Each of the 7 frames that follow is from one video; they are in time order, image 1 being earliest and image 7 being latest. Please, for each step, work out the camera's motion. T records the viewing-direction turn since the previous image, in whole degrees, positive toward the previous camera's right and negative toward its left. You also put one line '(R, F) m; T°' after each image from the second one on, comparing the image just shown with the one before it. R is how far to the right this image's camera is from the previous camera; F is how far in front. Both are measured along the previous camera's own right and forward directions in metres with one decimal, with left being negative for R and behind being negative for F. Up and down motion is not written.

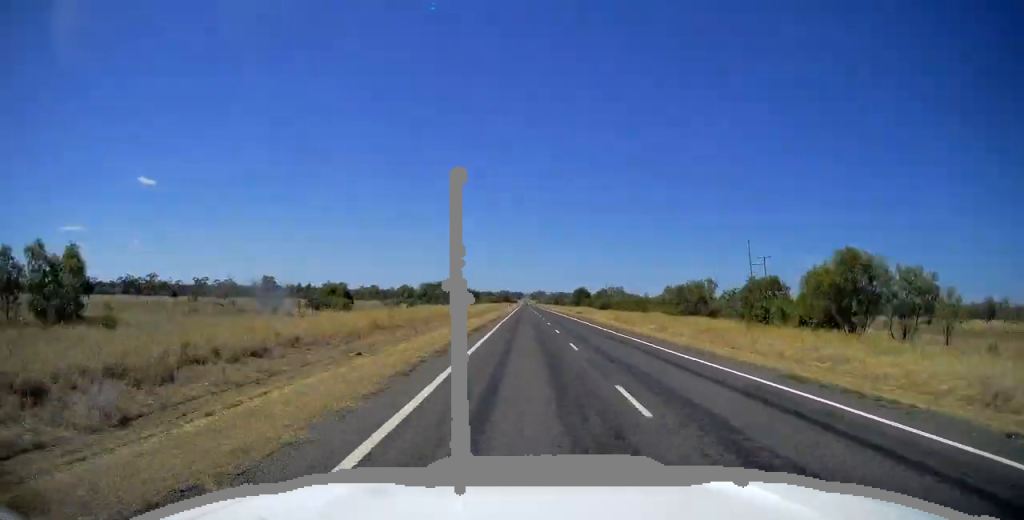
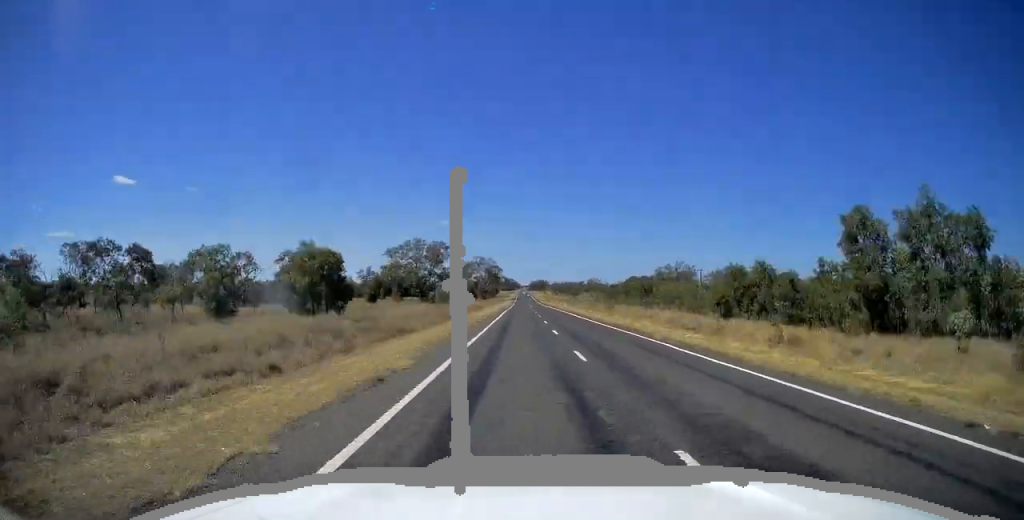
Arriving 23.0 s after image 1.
(+1.5, +650.3) m; 0°
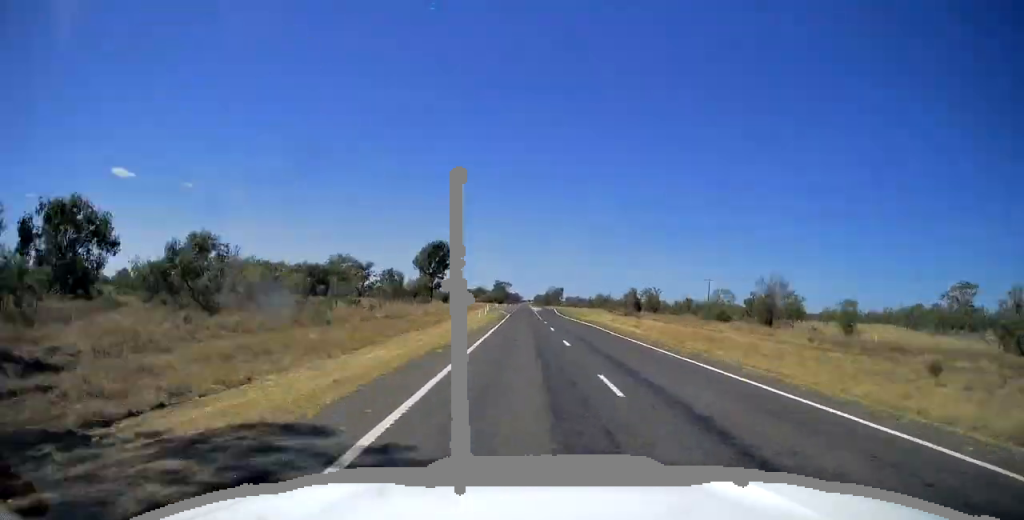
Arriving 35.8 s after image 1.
(-0.2, +361.0) m; 0°
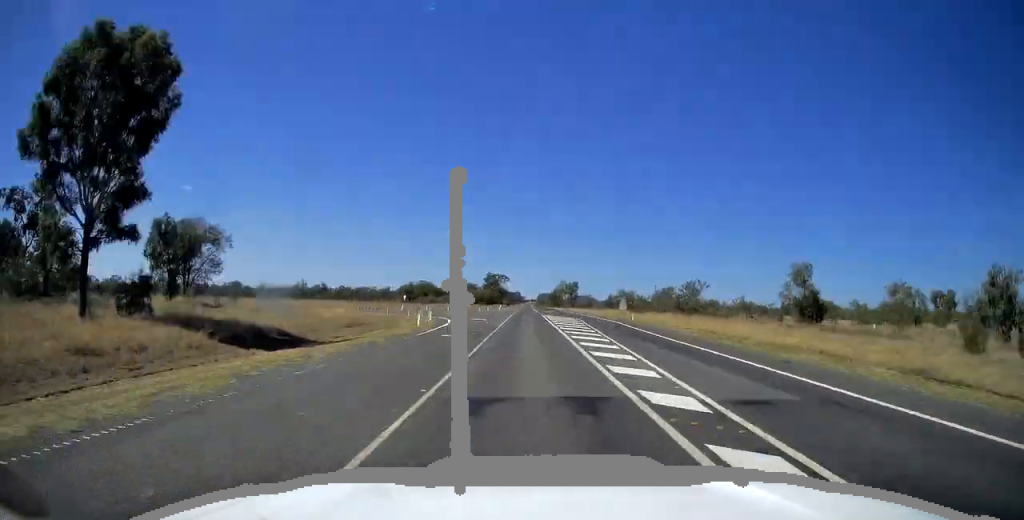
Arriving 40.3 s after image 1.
(-0.1, +126.7) m; 0°
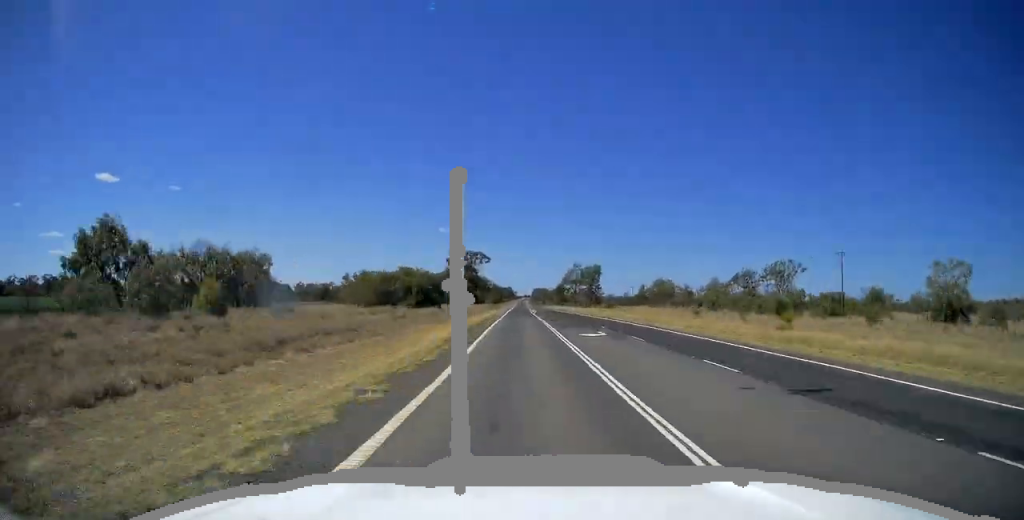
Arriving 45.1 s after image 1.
(0.0, +136.1) m; 0°
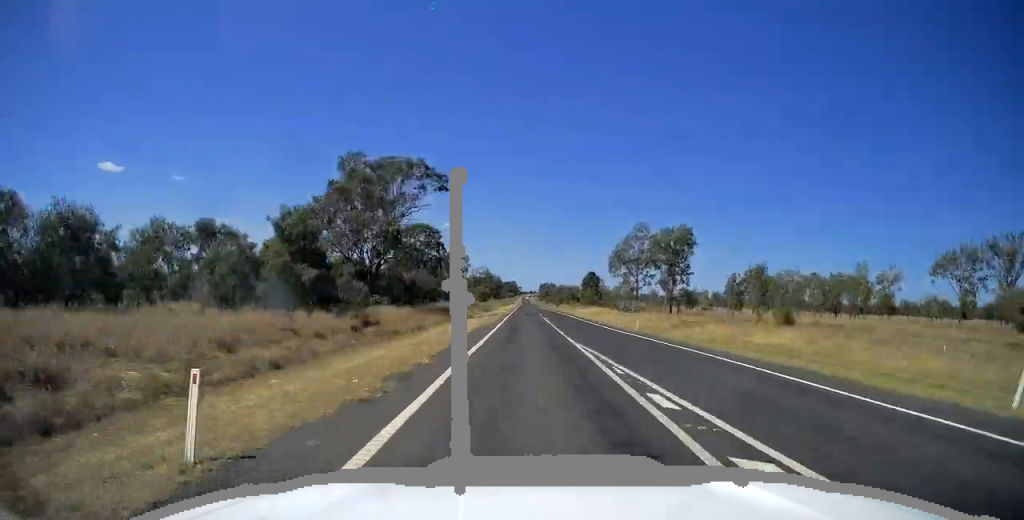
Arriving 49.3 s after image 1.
(+0.2, +118.3) m; 0°
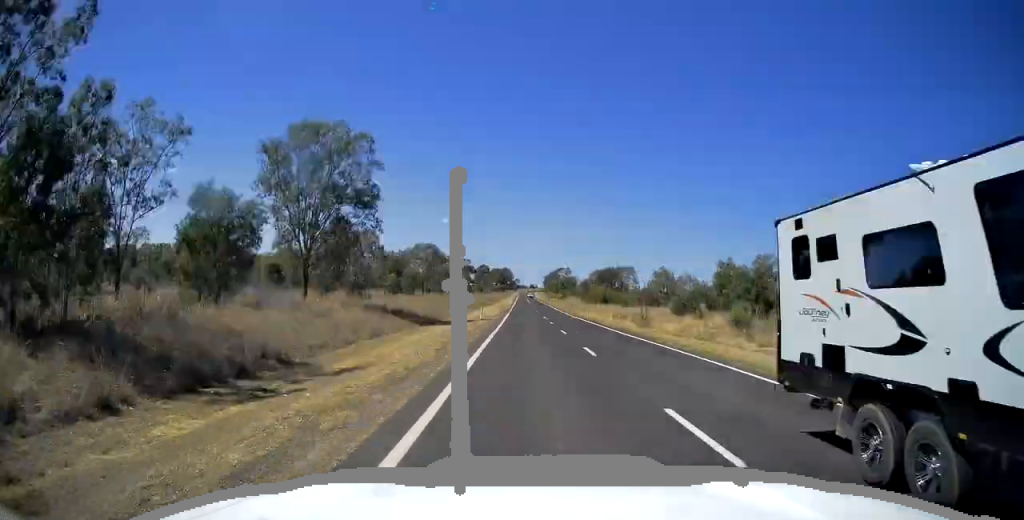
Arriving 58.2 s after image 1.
(-0.4, +256.5) m; 0°
